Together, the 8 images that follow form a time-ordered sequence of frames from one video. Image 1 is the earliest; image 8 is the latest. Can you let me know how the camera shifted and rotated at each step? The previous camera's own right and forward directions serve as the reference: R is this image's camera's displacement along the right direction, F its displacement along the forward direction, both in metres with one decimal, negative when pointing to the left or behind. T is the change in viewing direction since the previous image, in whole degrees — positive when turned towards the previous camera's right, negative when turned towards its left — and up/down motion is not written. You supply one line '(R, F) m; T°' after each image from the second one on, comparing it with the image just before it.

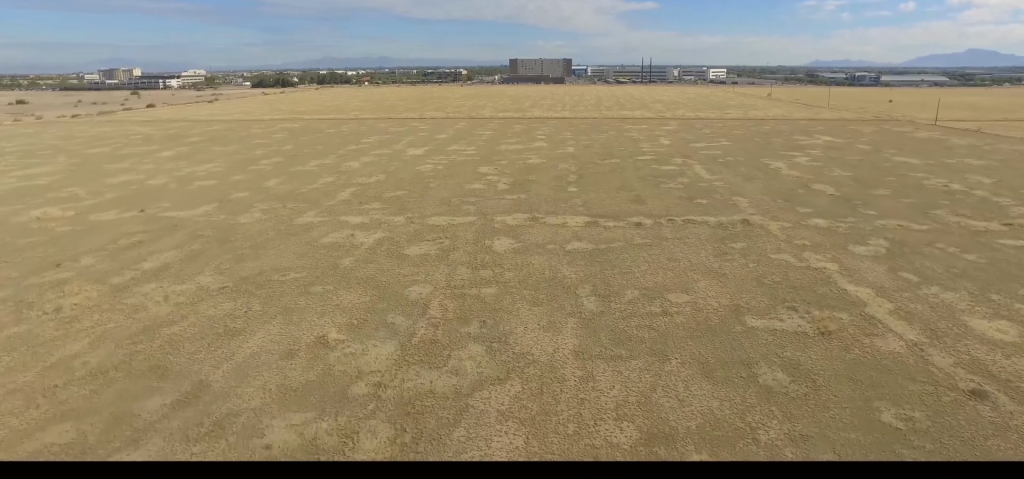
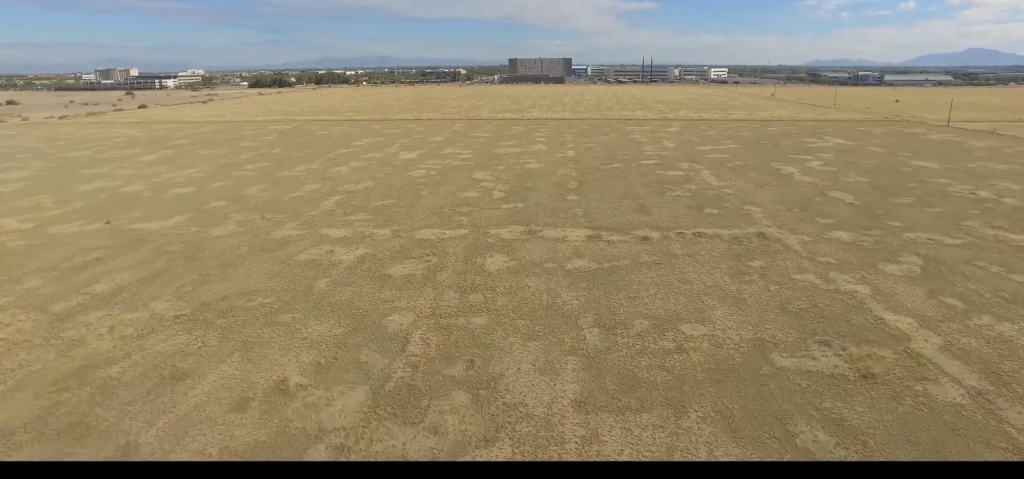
(0.0, +6.1) m; 0°
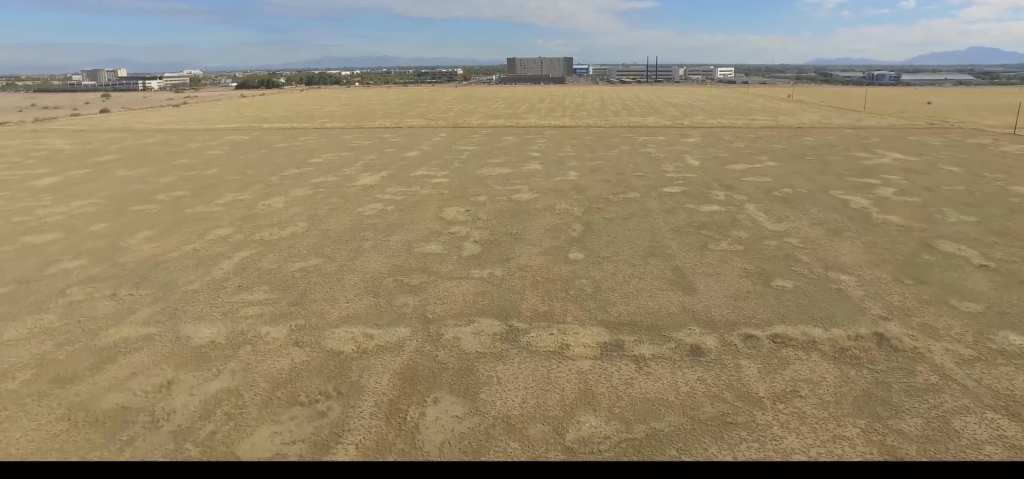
(-0.1, +24.4) m; 0°
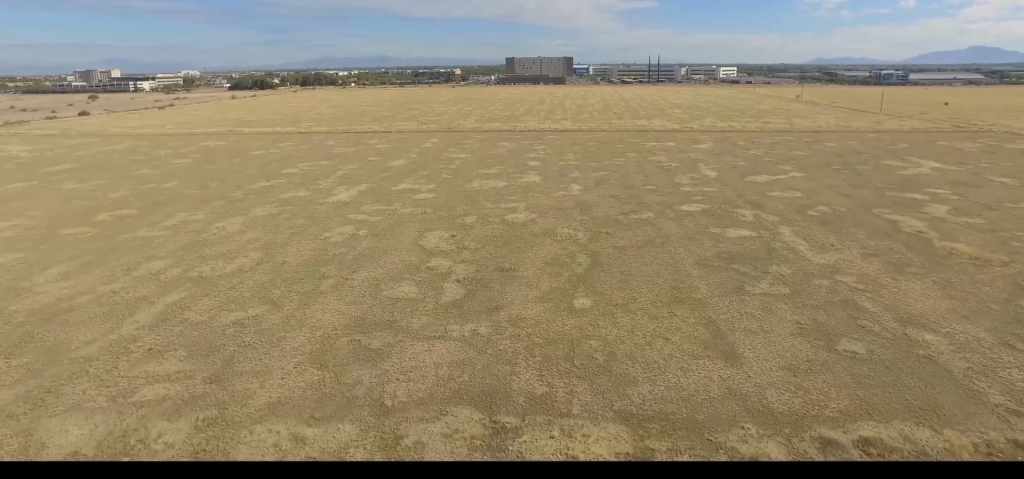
(0.0, +11.2) m; 0°
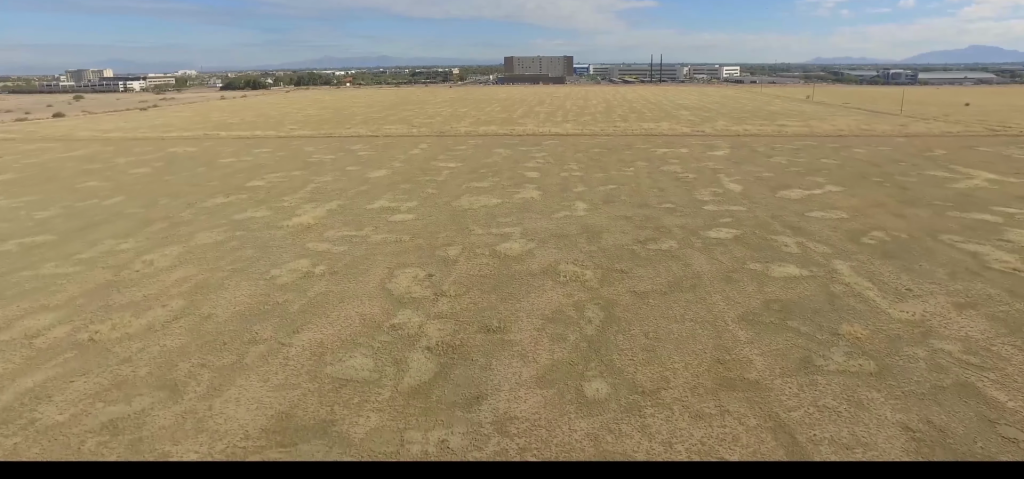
(0.0, +12.2) m; 0°
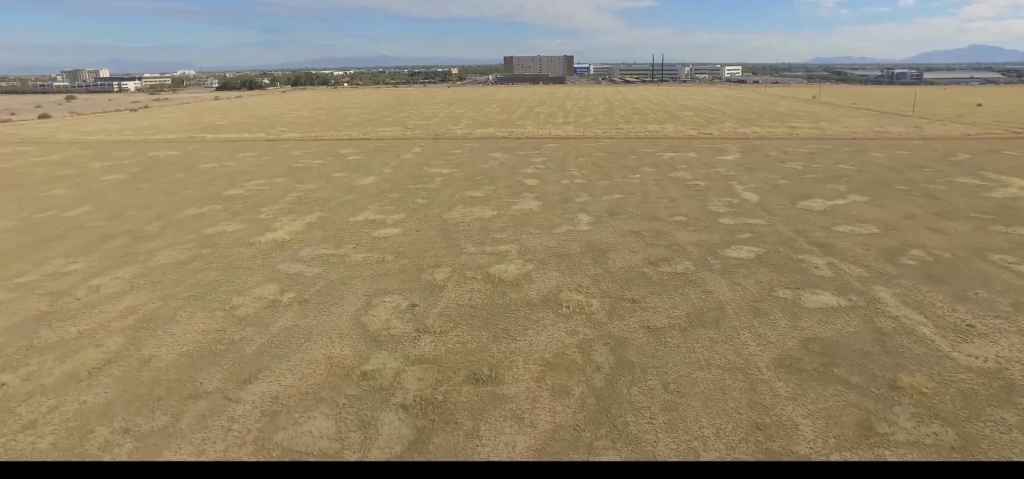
(0.0, +6.1) m; 0°
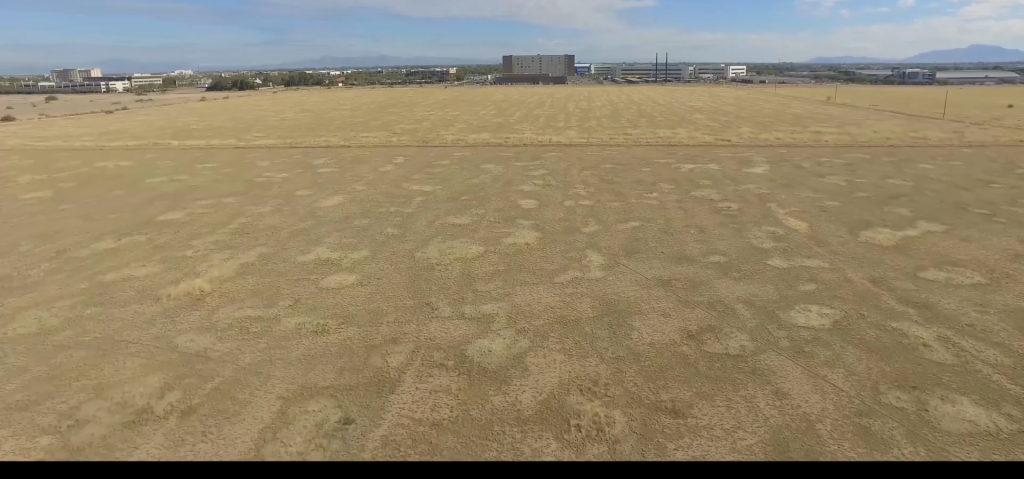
(0.0, +14.2) m; 0°
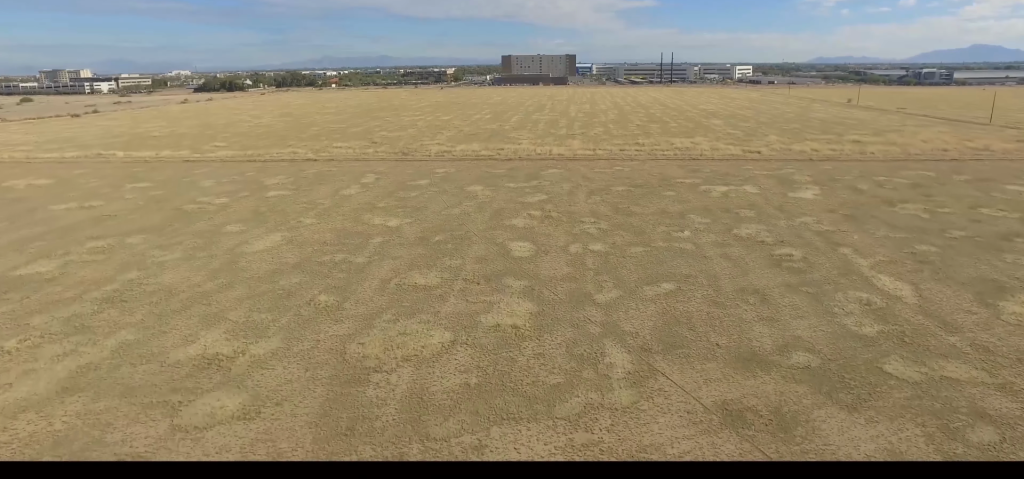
(0.0, +17.8) m; 0°
